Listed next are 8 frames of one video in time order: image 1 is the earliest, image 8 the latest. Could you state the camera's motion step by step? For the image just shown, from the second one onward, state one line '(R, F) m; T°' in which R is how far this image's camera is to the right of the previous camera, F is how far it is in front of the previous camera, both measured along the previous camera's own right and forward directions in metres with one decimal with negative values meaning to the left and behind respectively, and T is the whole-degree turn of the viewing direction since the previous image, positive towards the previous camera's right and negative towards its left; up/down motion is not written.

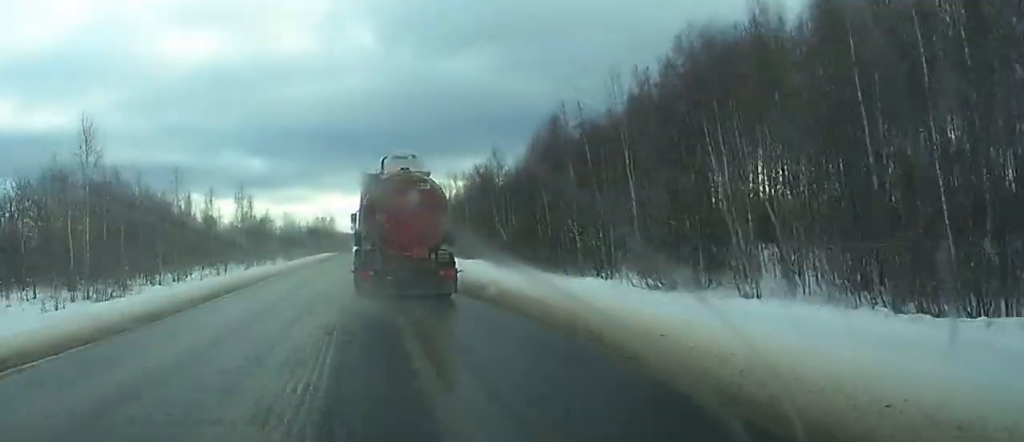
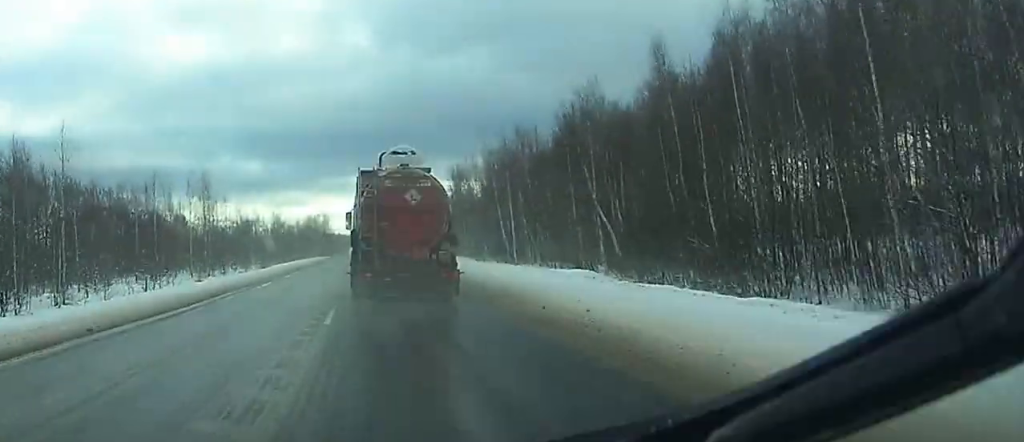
(0.0, +33.7) m; 0°
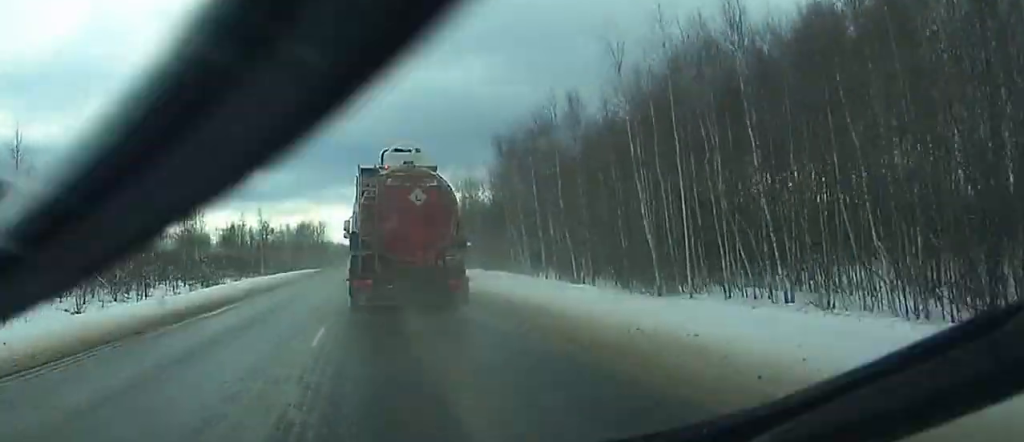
(+0.1, +38.4) m; 0°
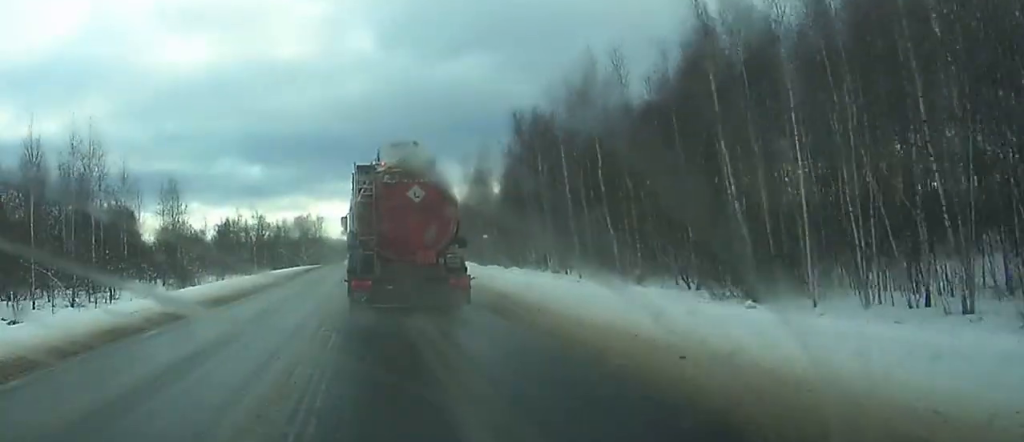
(0.0, +9.3) m; 0°
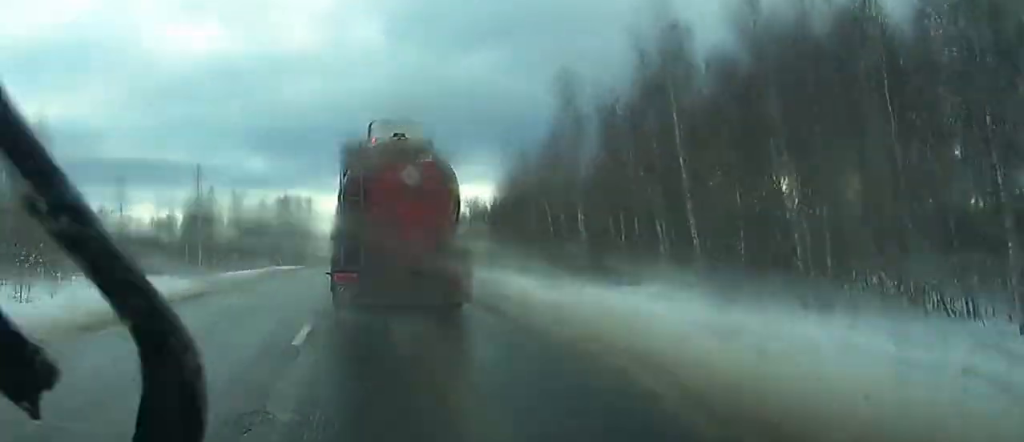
(0.0, +49.7) m; +1°
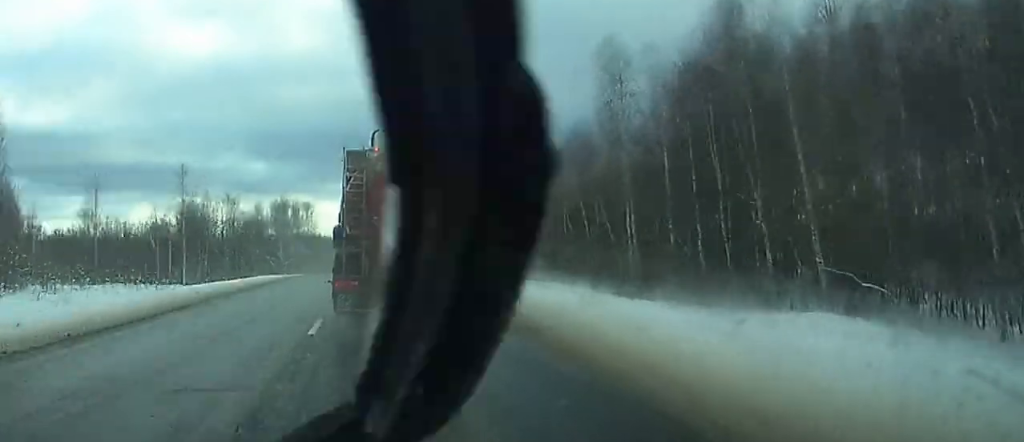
(-0.1, +9.4) m; +1°
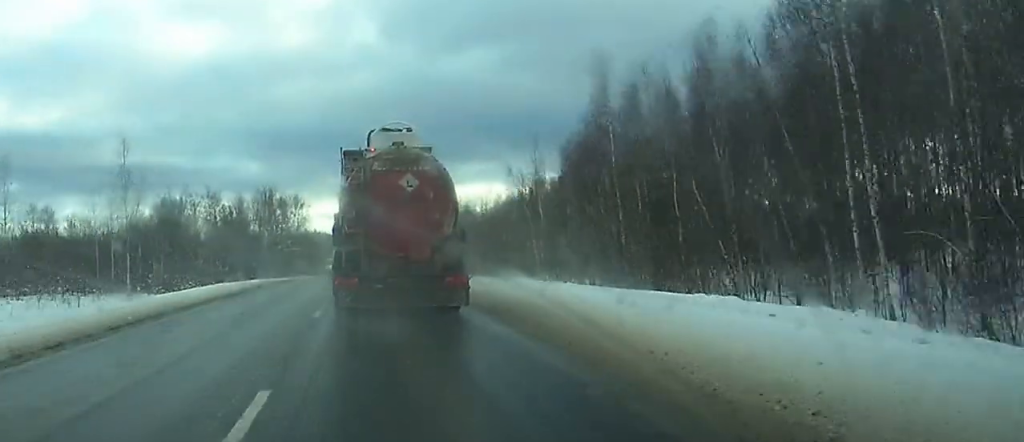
(+0.4, +20.2) m; -1°
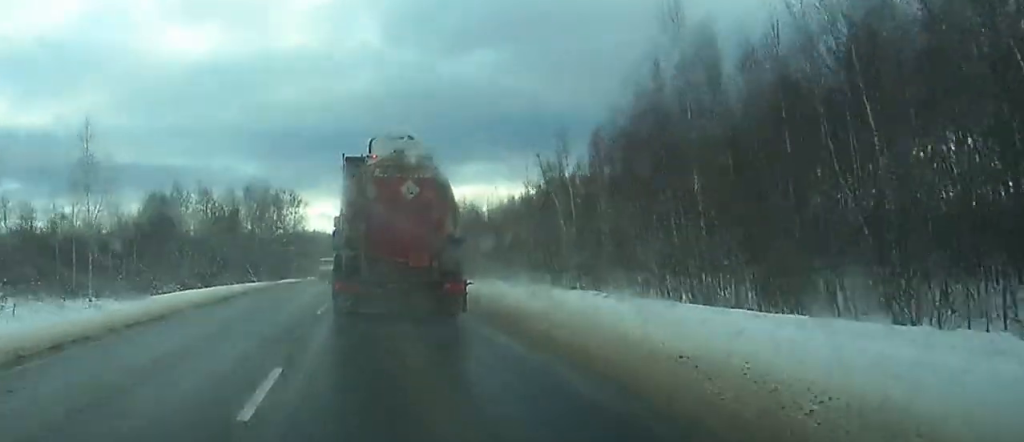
(-0.1, +8.8) m; -1°
